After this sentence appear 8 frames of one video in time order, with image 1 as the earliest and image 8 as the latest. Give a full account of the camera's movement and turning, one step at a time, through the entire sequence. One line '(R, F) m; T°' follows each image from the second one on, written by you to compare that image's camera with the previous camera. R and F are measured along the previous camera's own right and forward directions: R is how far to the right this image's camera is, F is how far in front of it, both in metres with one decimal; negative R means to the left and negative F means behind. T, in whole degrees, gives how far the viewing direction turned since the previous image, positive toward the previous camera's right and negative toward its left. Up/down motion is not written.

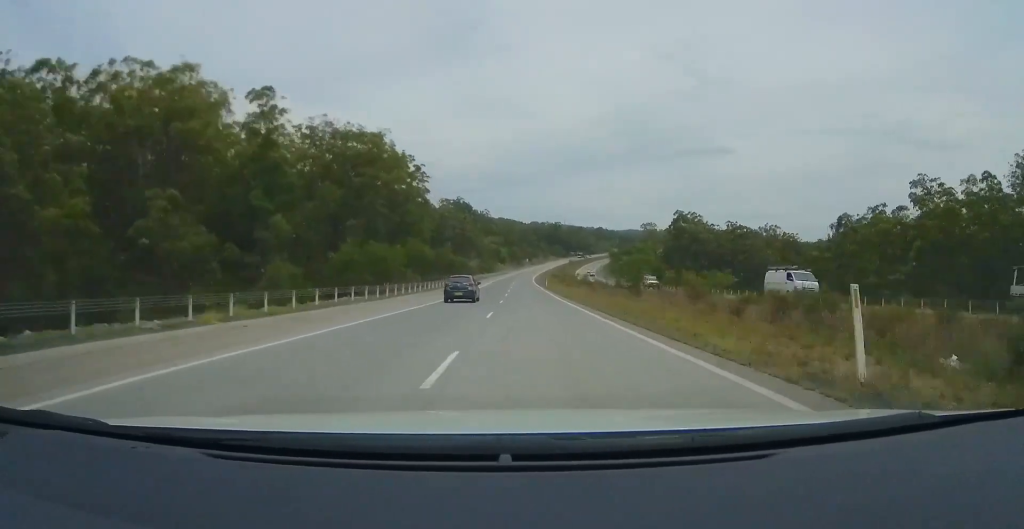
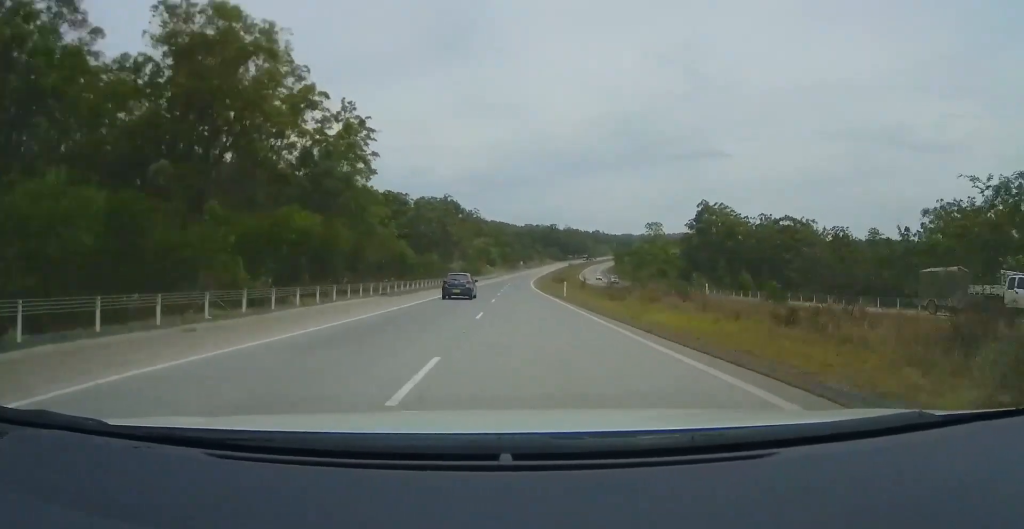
(+0.5, +36.4) m; +1°
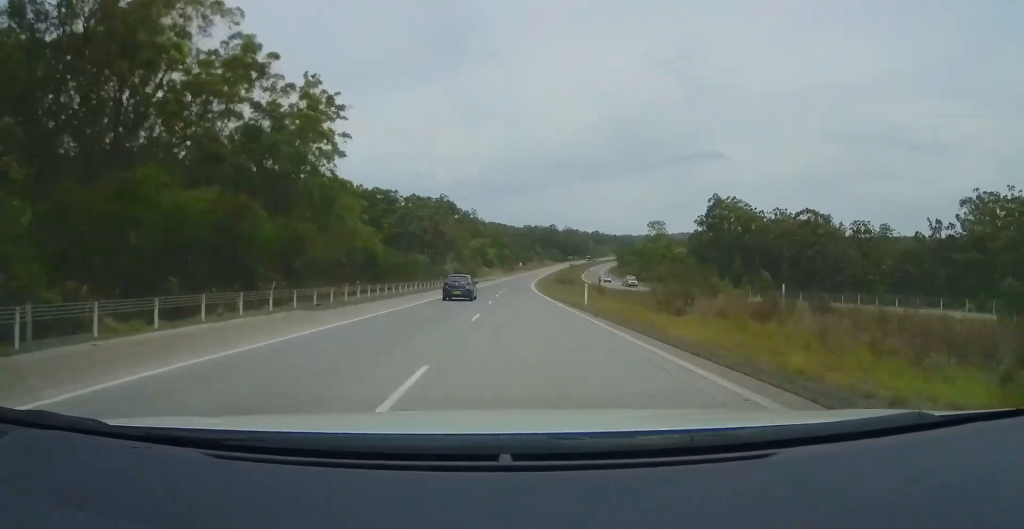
(+0.1, +12.1) m; 0°
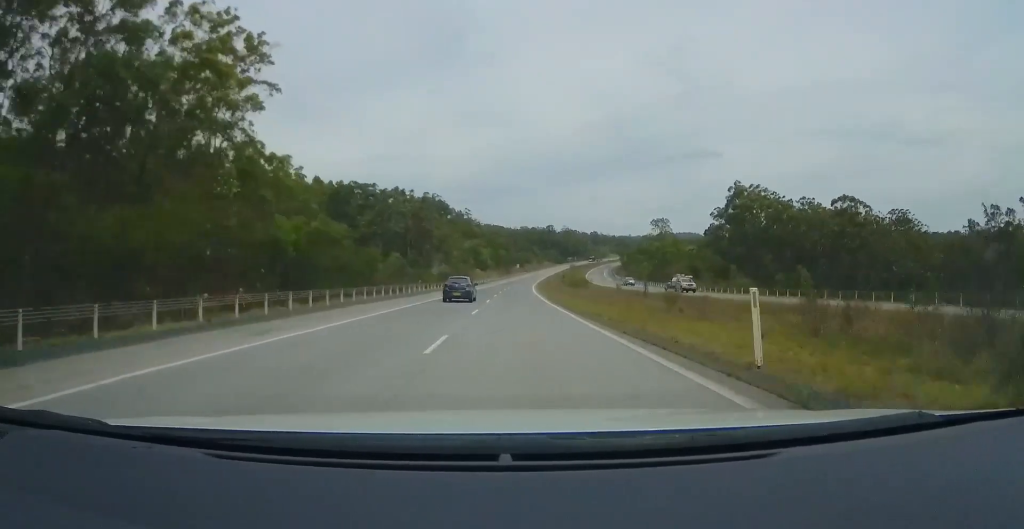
(0.0, +19.3) m; 0°
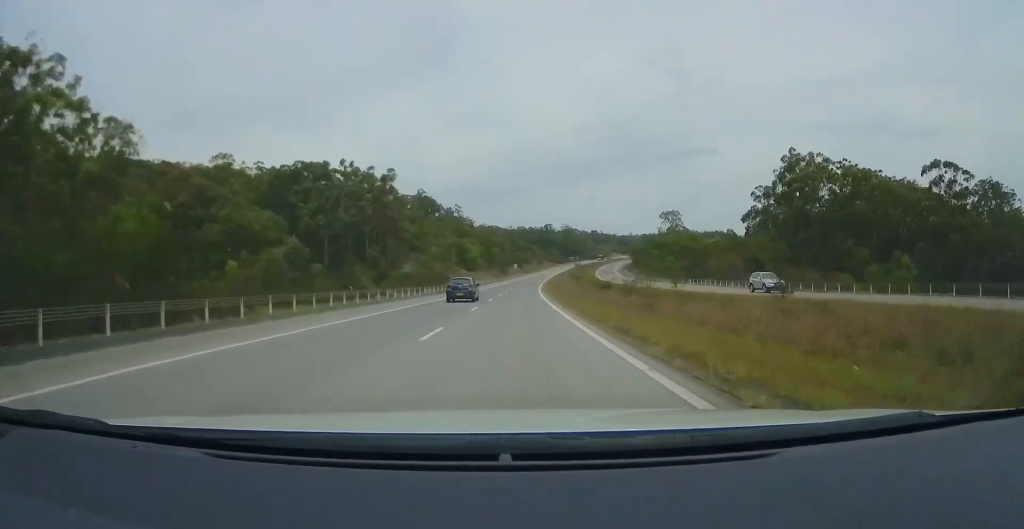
(0.0, +32.4) m; 0°
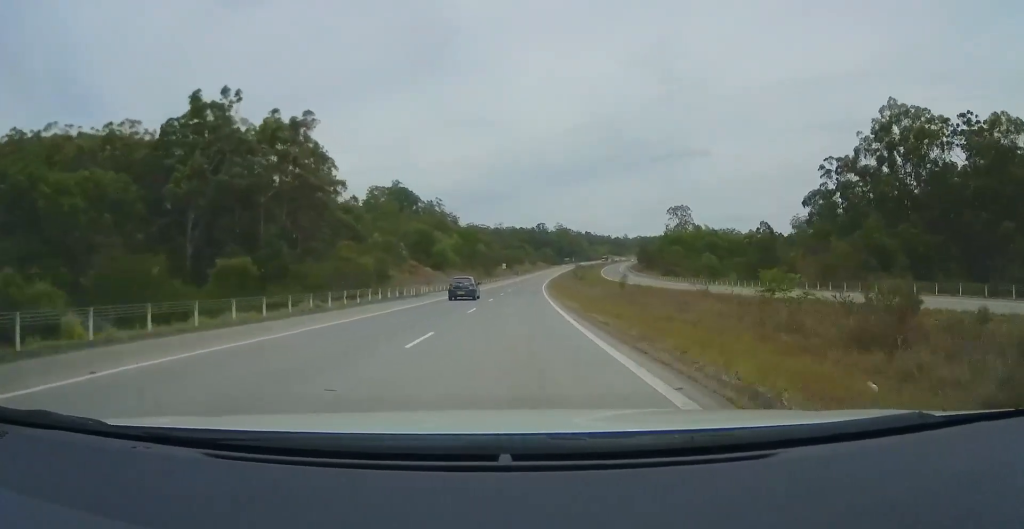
(0.0, +37.2) m; 0°
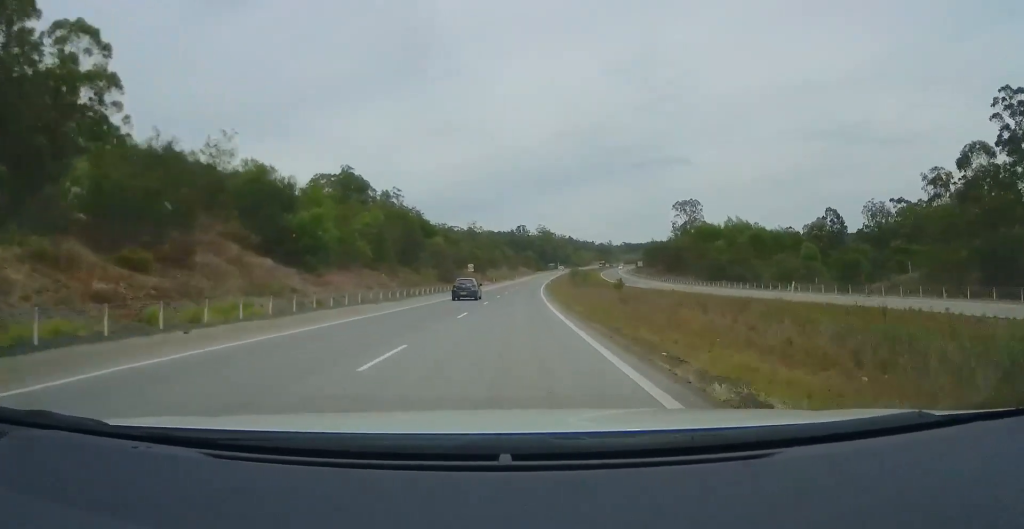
(+1.5, +50.2) m; +3°
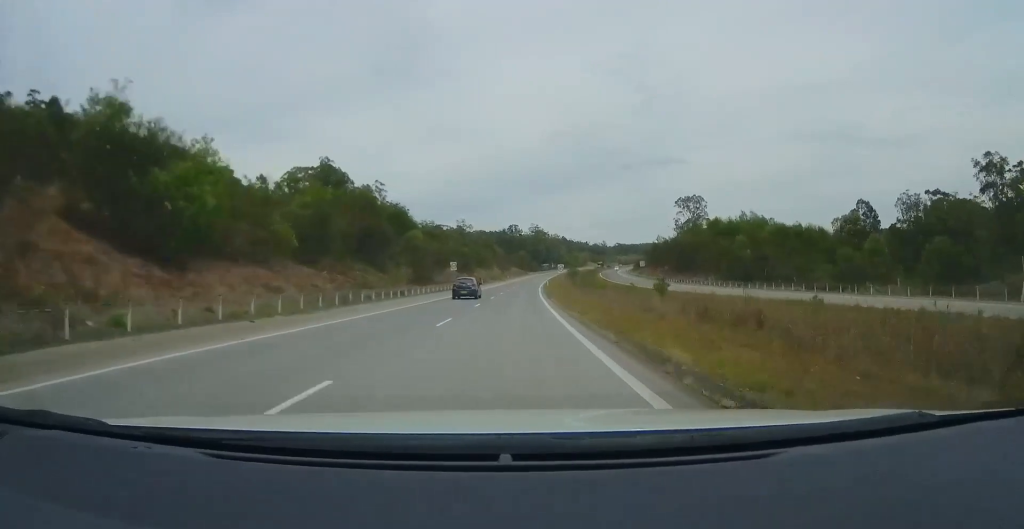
(+0.3, +15.5) m; +1°
